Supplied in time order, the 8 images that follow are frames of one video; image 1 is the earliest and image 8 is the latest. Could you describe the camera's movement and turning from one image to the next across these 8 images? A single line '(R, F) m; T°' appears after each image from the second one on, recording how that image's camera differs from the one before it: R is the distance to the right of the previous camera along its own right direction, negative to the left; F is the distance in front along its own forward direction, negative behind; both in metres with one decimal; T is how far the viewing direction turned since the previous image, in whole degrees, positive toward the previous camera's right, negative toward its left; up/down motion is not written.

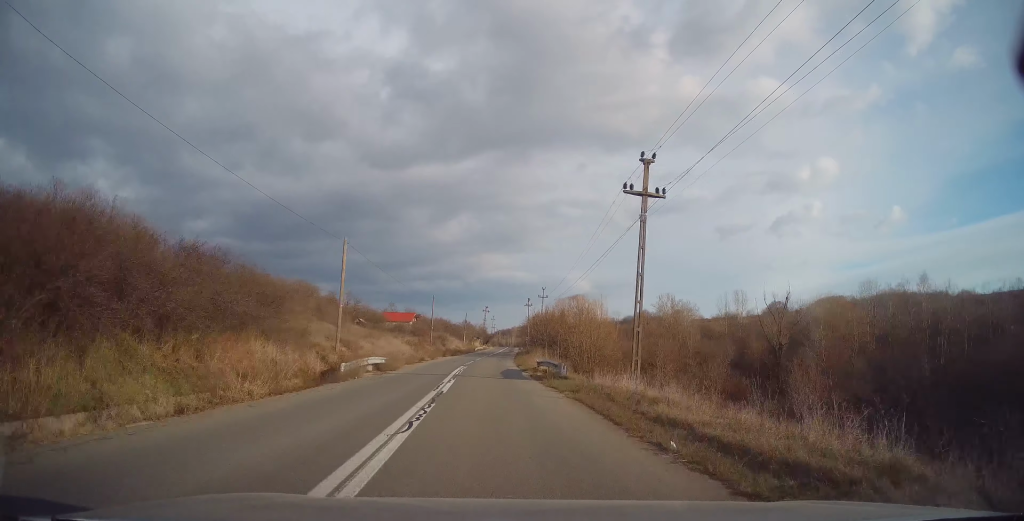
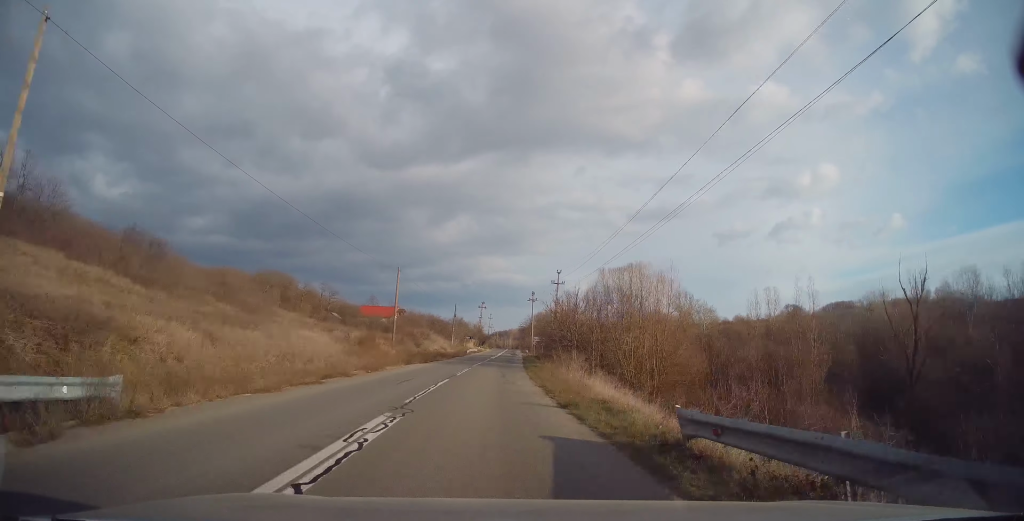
(+0.2, +23.3) m; +1°
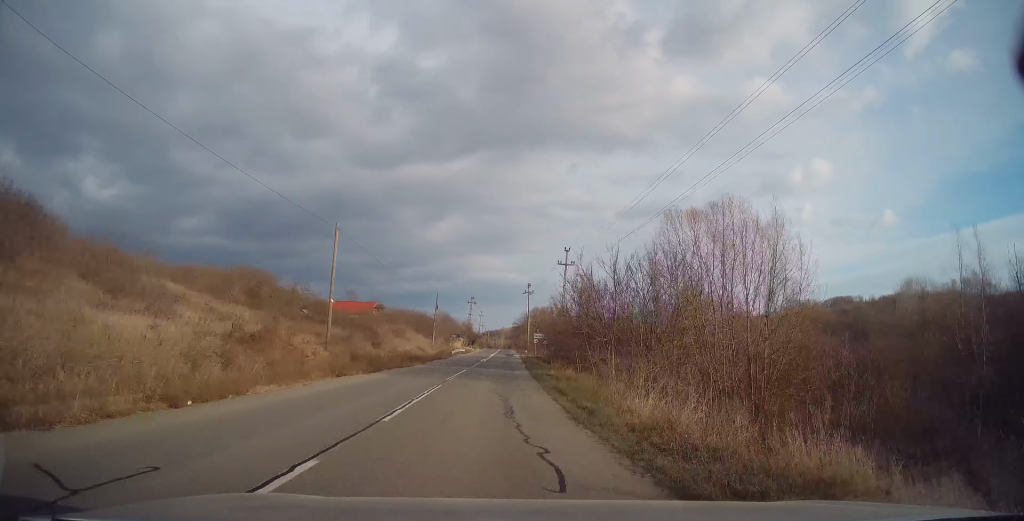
(+0.3, +14.4) m; 0°
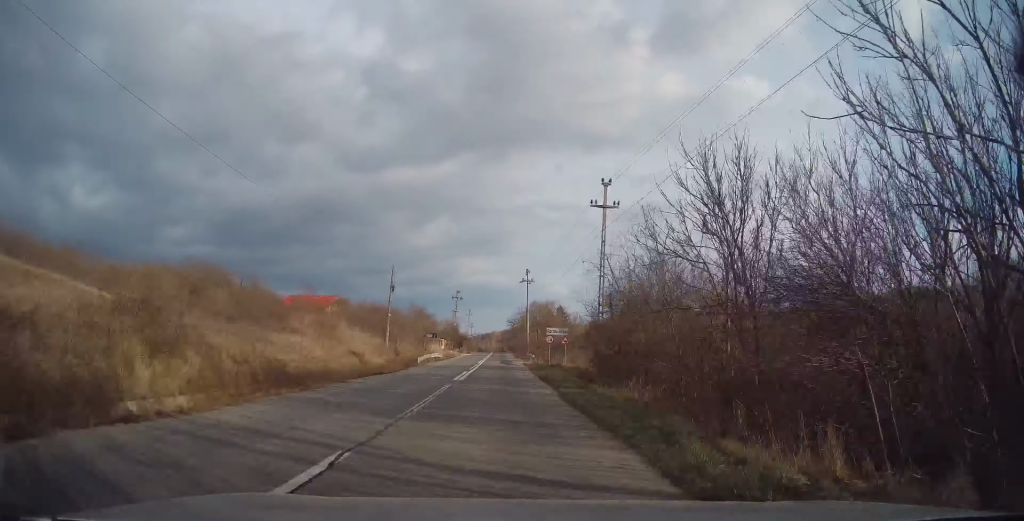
(-0.4, +22.0) m; 0°
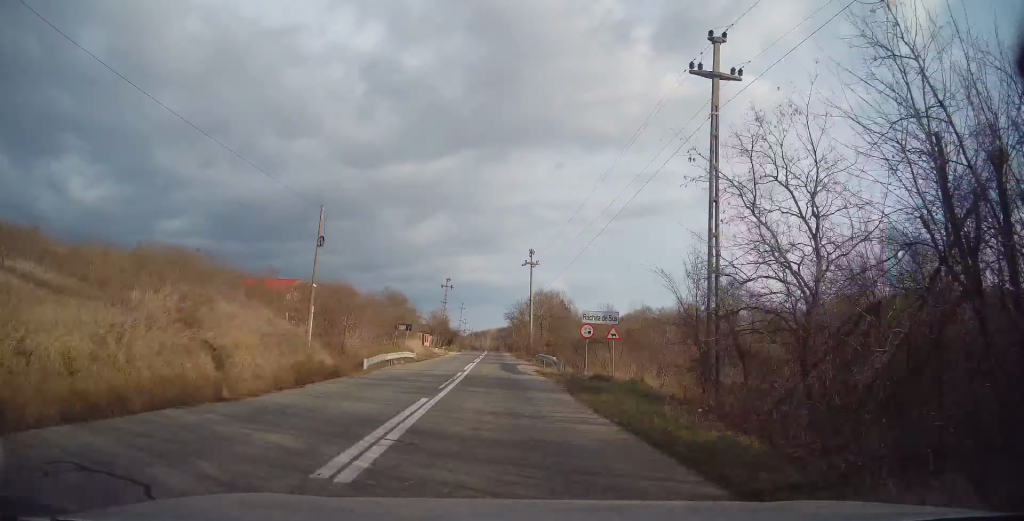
(+0.1, +14.9) m; +1°
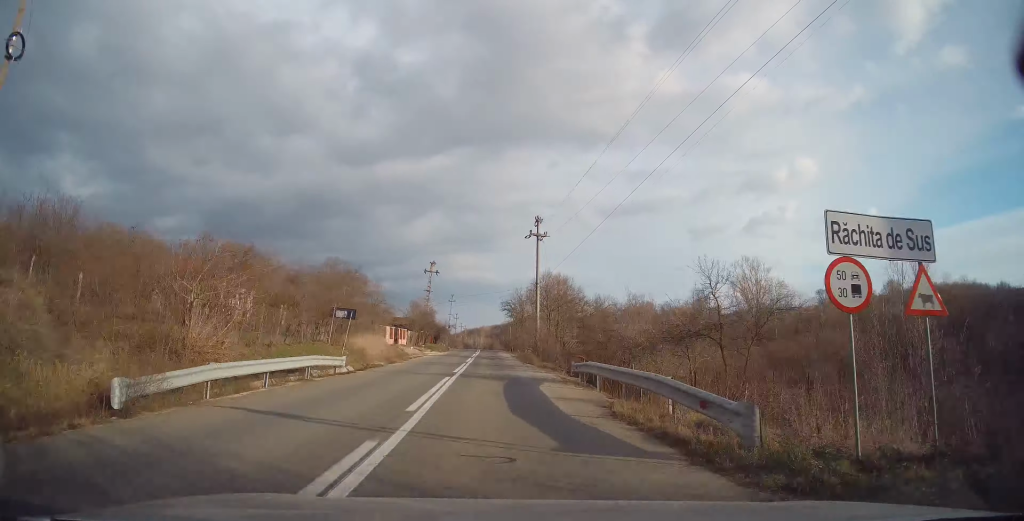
(+0.2, +16.6) m; +1°
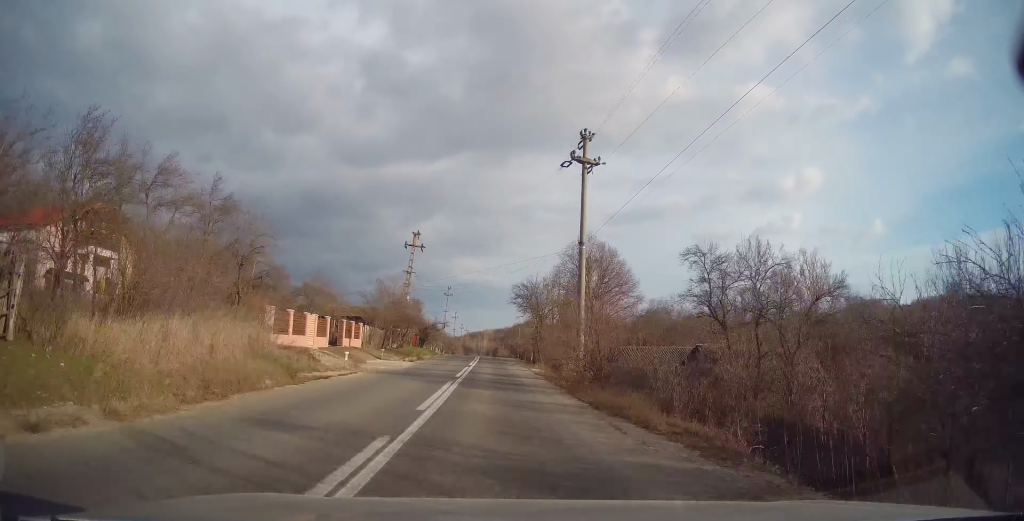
(+0.2, +23.1) m; 0°
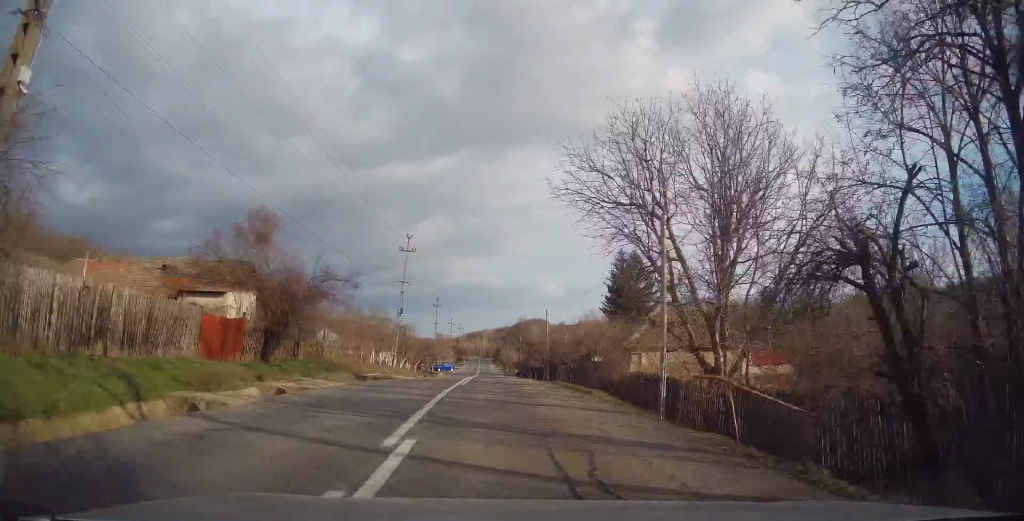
(0.0, +49.3) m; 0°
